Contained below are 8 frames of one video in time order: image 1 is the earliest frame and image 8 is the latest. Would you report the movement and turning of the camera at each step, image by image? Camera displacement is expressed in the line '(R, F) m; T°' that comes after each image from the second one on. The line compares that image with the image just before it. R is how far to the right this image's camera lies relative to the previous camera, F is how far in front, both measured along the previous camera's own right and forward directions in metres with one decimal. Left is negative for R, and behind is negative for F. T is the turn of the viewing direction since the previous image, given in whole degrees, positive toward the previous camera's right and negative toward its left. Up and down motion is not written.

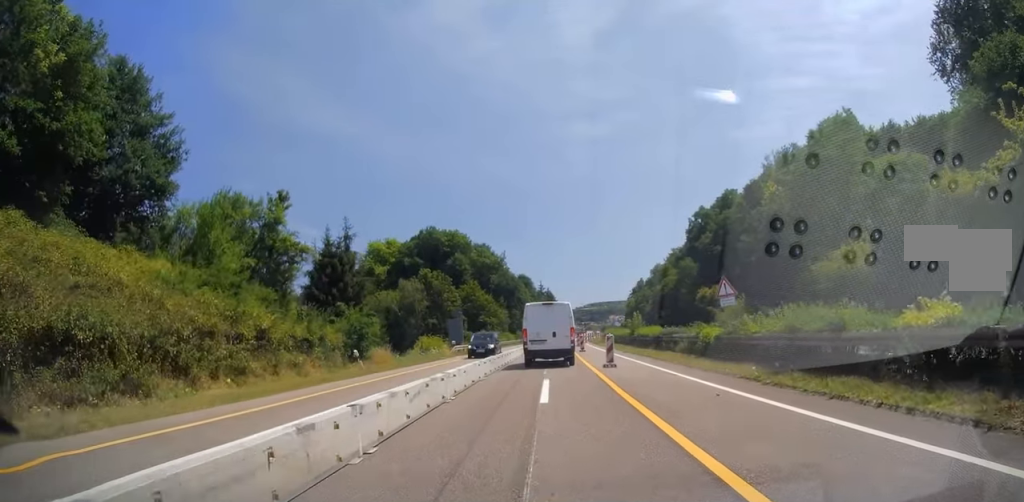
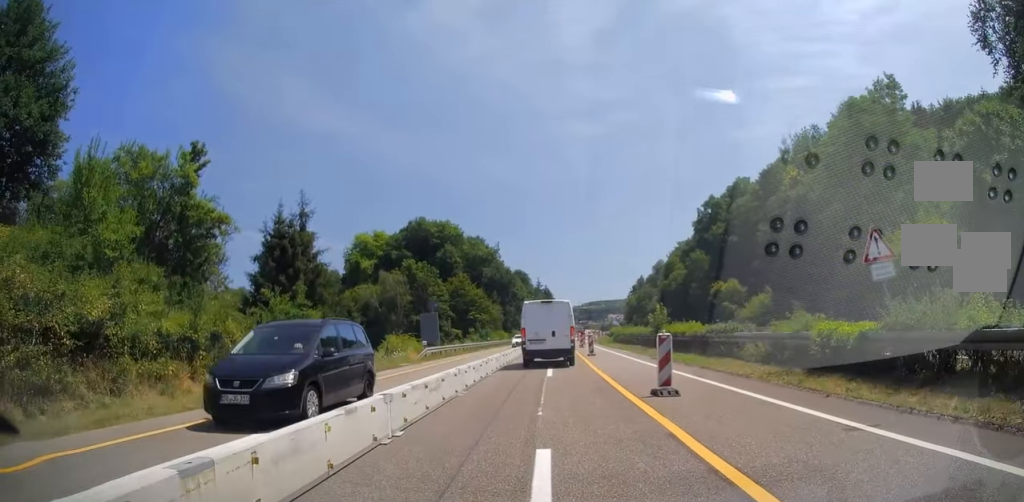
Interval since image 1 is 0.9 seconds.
(-0.1, +11.2) m; +1°
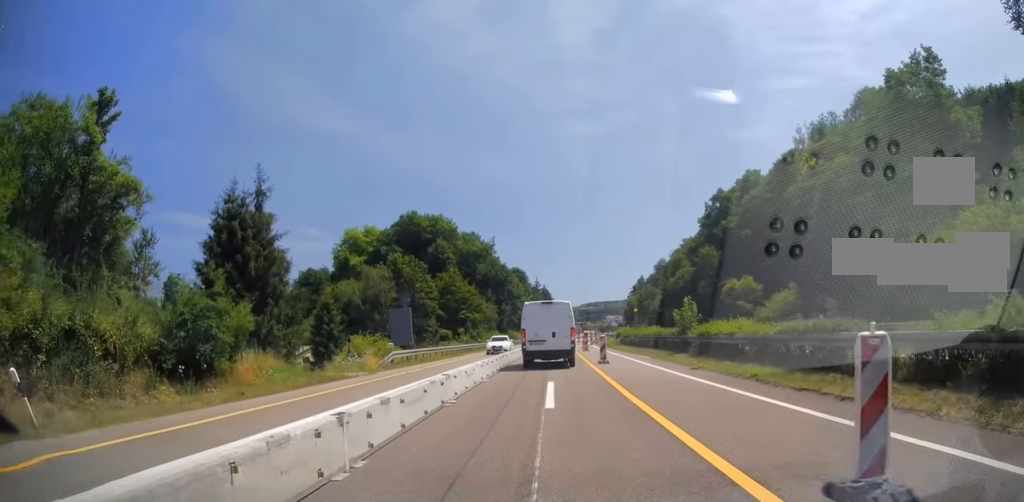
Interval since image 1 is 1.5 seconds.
(+0.3, +8.3) m; +1°
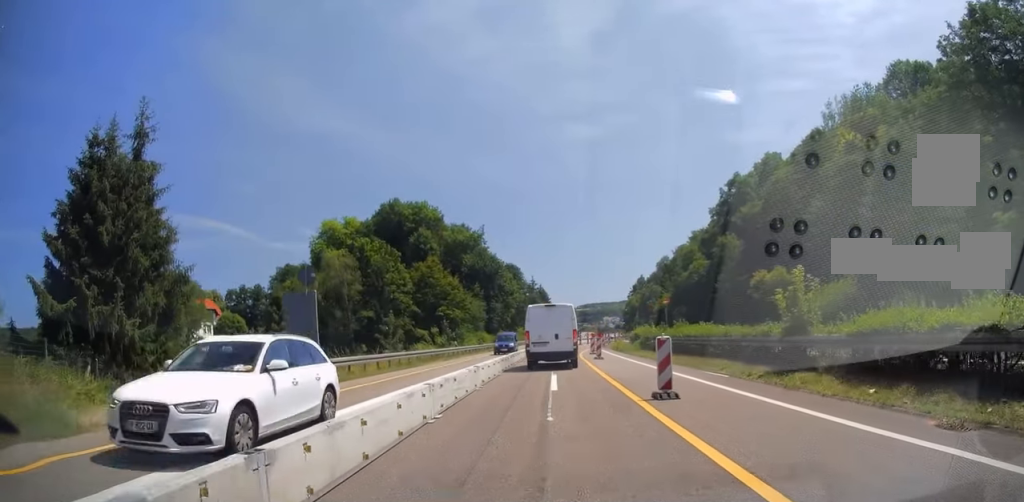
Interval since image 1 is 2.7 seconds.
(-0.2, +14.3) m; -1°
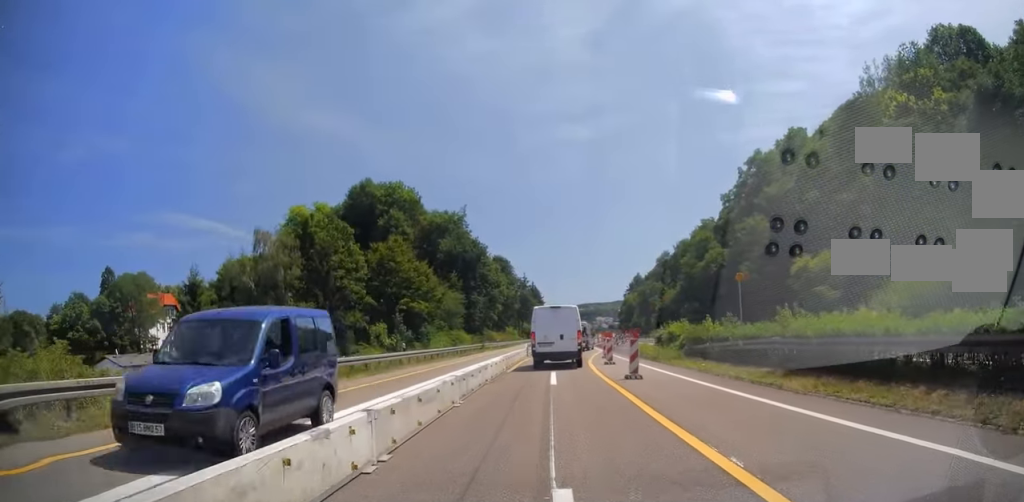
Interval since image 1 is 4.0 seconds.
(0.0, +15.3) m; 0°
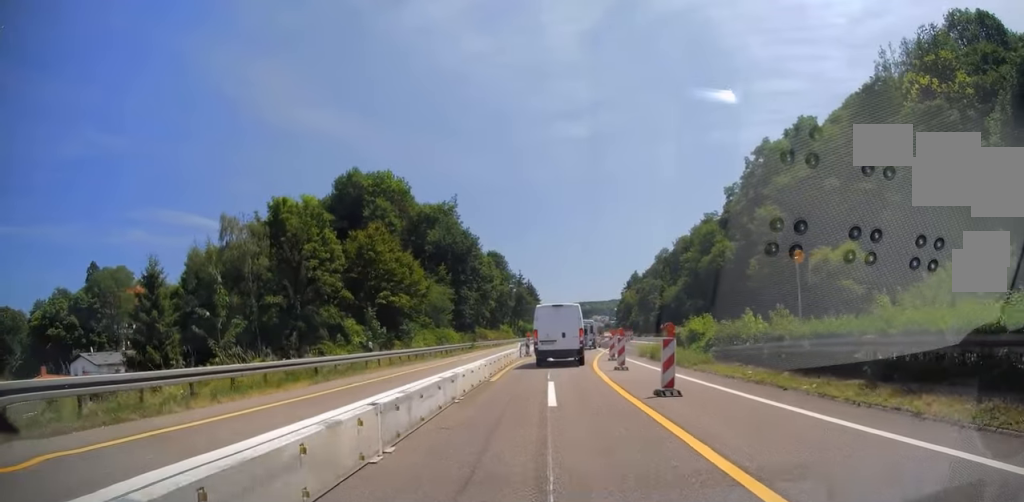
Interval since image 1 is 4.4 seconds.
(0.0, +5.5) m; 0°
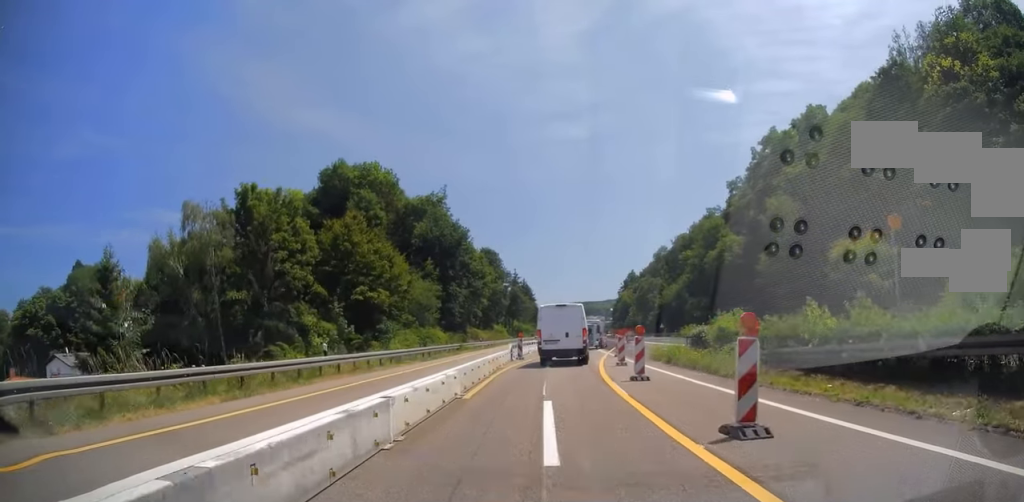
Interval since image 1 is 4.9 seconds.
(0.0, +5.2) m; +1°
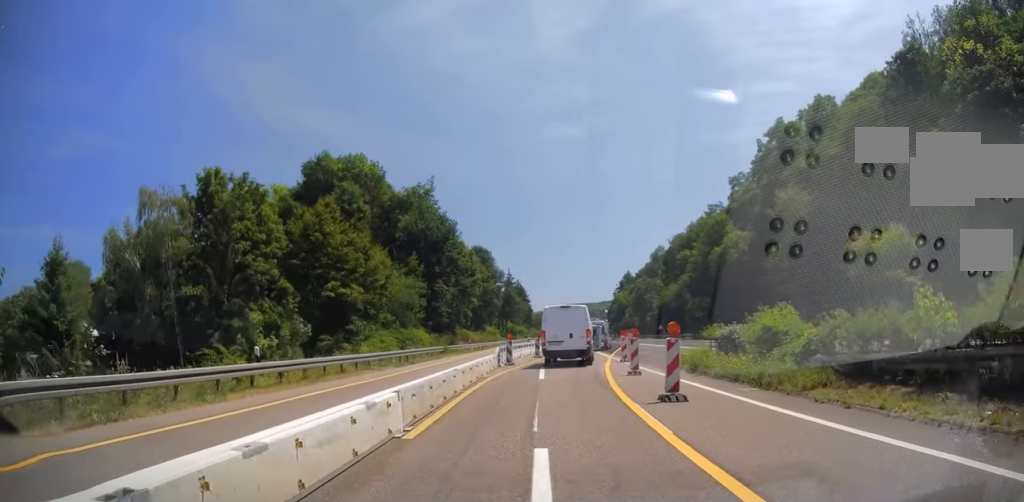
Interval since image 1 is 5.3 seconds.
(0.0, +5.0) m; +1°
